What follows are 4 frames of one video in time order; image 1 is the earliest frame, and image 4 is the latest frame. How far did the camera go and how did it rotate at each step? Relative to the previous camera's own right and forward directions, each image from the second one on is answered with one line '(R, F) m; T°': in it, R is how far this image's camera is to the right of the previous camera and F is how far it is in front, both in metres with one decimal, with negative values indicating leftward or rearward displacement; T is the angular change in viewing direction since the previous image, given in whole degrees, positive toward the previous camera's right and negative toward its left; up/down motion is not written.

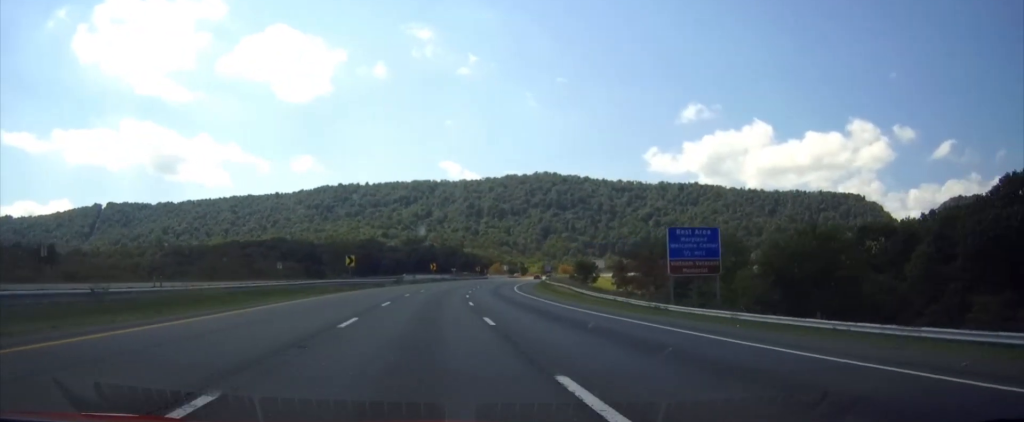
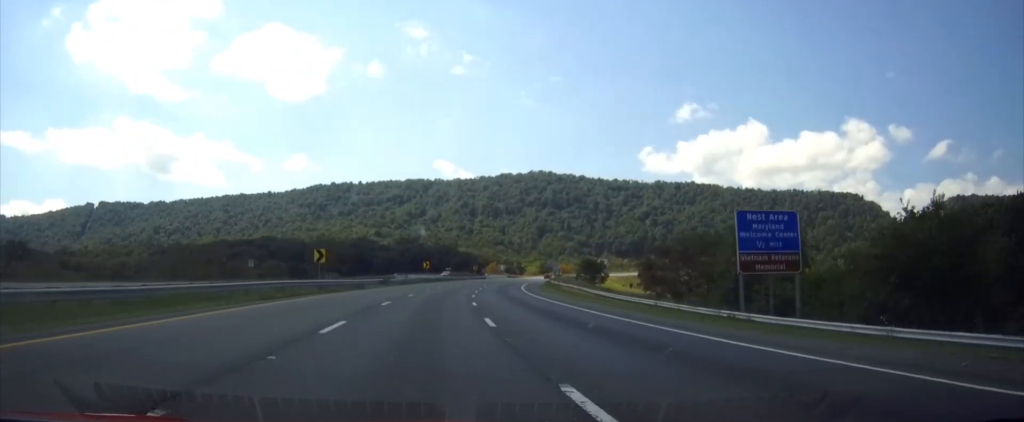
(0.0, +13.3) m; 0°
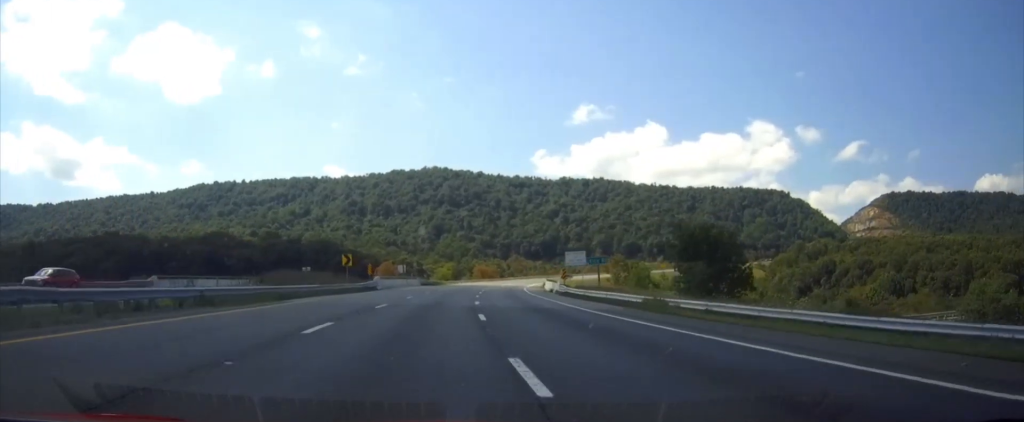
(+6.3, +96.3) m; +9°
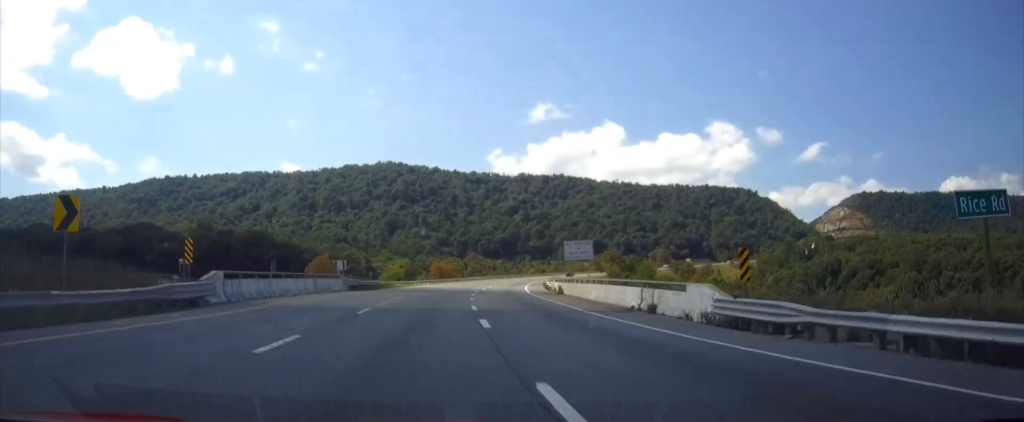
(+1.3, +39.2) m; +4°
